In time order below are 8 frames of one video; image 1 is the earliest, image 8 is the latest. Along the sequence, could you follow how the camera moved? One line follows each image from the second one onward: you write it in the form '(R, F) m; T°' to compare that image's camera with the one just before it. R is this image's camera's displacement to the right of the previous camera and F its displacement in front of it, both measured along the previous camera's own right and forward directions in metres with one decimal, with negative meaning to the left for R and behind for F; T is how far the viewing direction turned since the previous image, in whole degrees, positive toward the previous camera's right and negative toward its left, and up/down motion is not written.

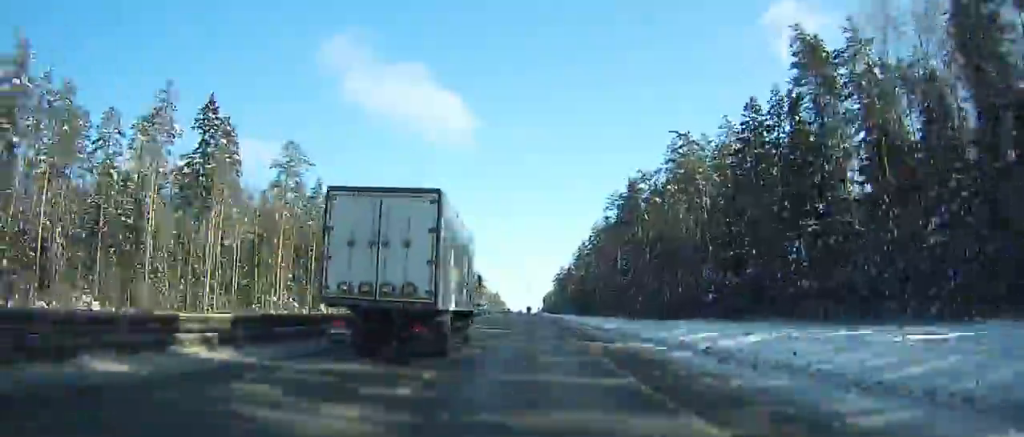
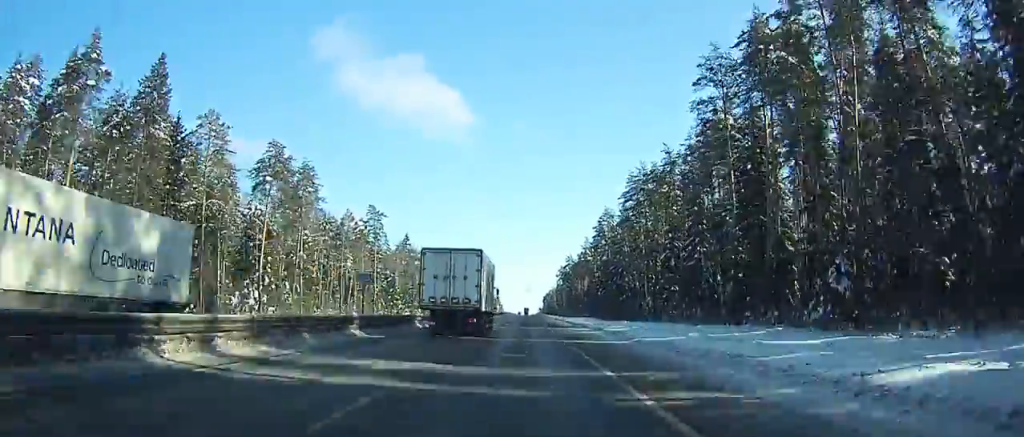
(-0.2, +84.2) m; -1°
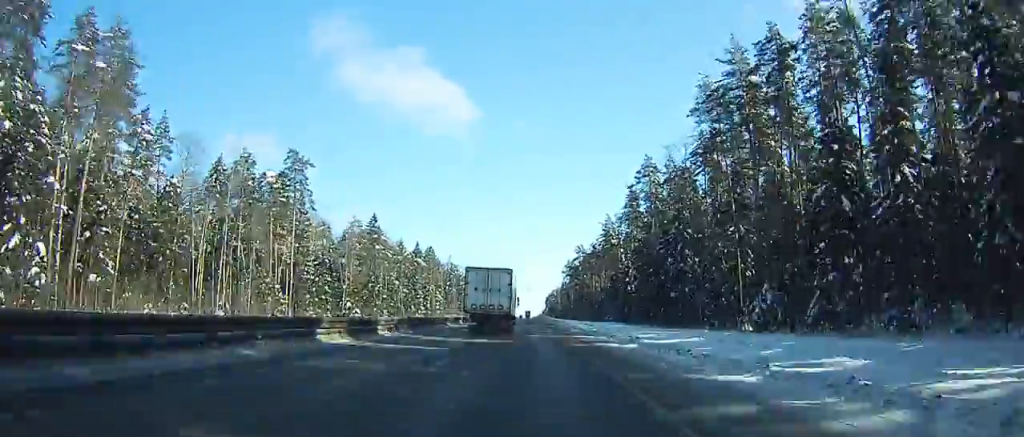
(-0.4, +56.2) m; 0°
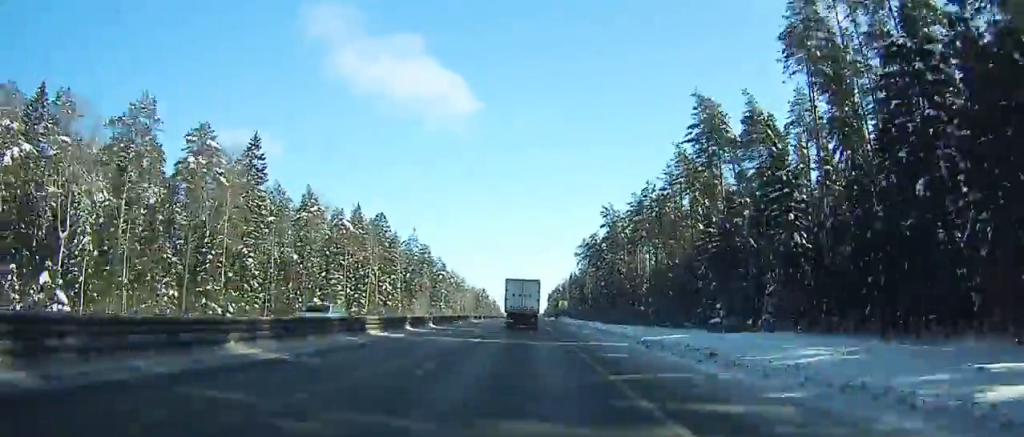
(-0.4, +88.6) m; 0°
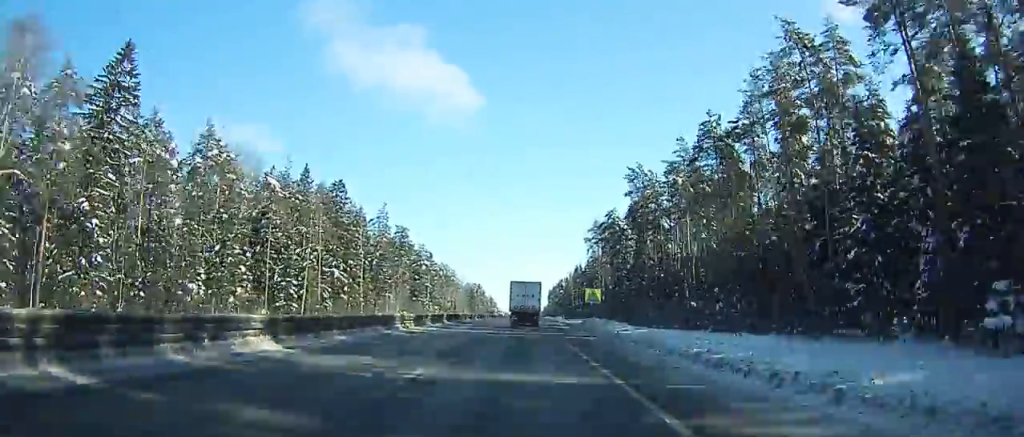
(0.0, +39.8) m; 0°
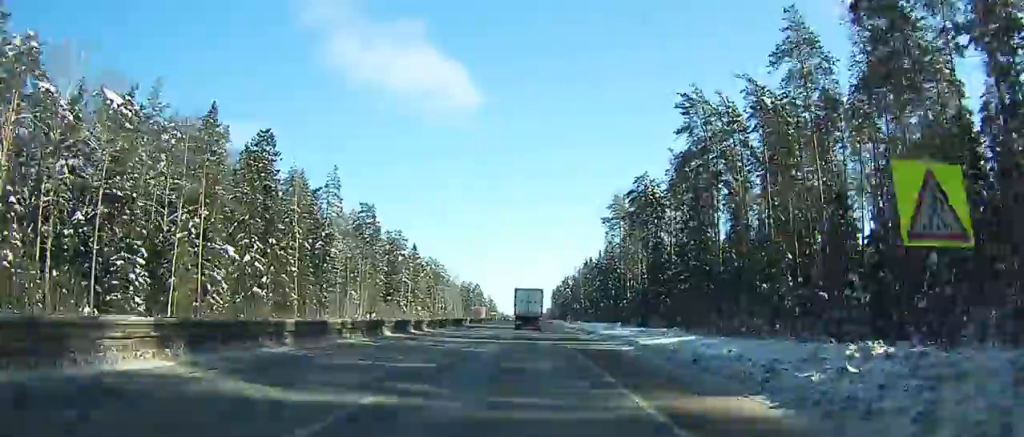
(0.0, +39.0) m; 0°
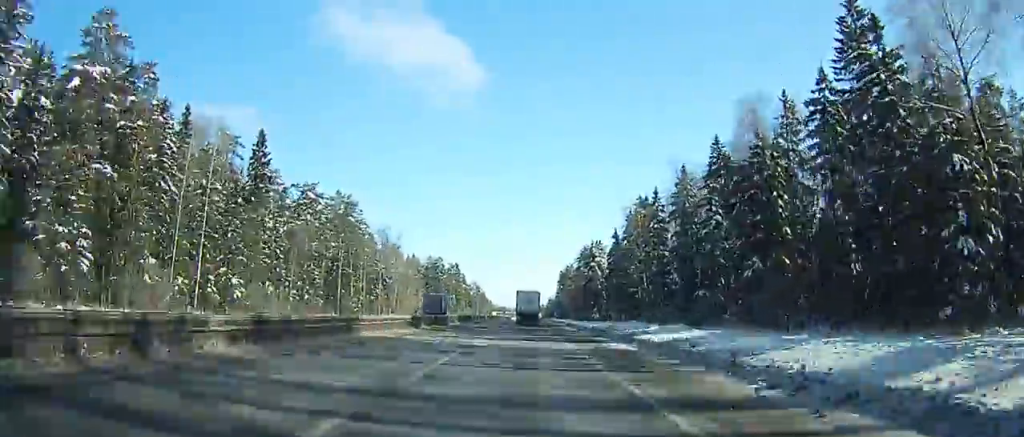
(+0.3, +113.6) m; 0°
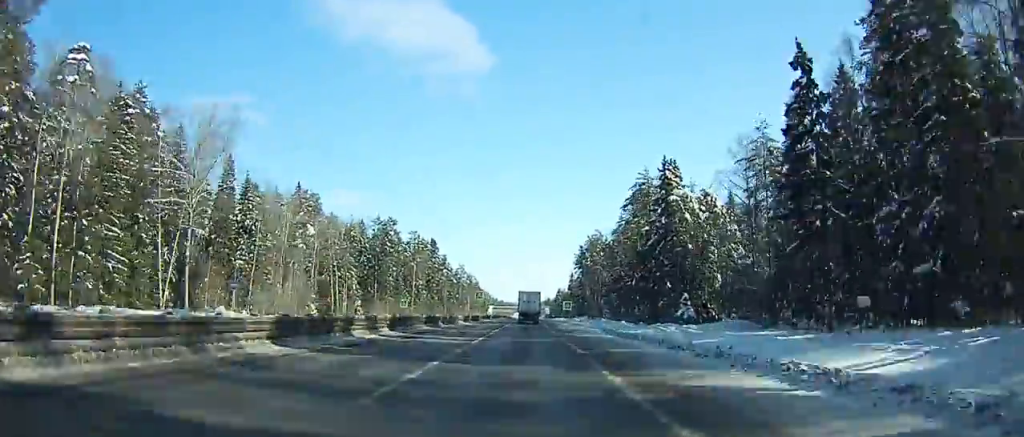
(-0.9, +85.4) m; -2°
